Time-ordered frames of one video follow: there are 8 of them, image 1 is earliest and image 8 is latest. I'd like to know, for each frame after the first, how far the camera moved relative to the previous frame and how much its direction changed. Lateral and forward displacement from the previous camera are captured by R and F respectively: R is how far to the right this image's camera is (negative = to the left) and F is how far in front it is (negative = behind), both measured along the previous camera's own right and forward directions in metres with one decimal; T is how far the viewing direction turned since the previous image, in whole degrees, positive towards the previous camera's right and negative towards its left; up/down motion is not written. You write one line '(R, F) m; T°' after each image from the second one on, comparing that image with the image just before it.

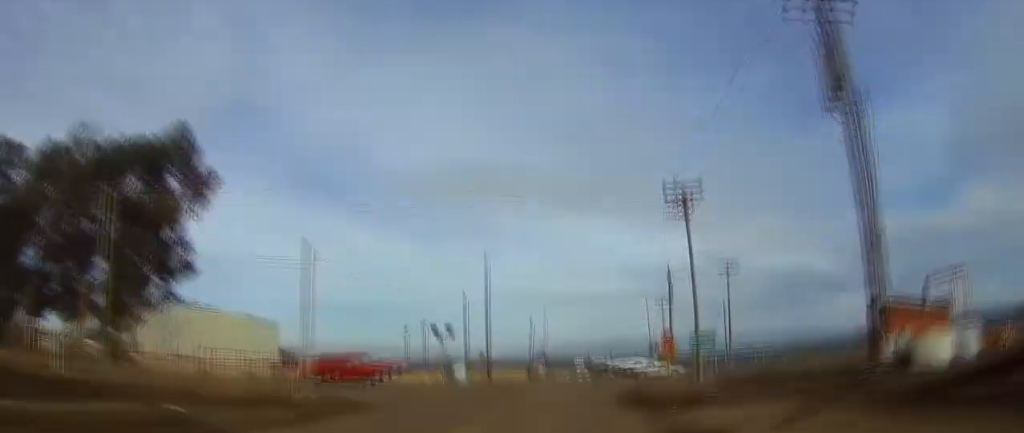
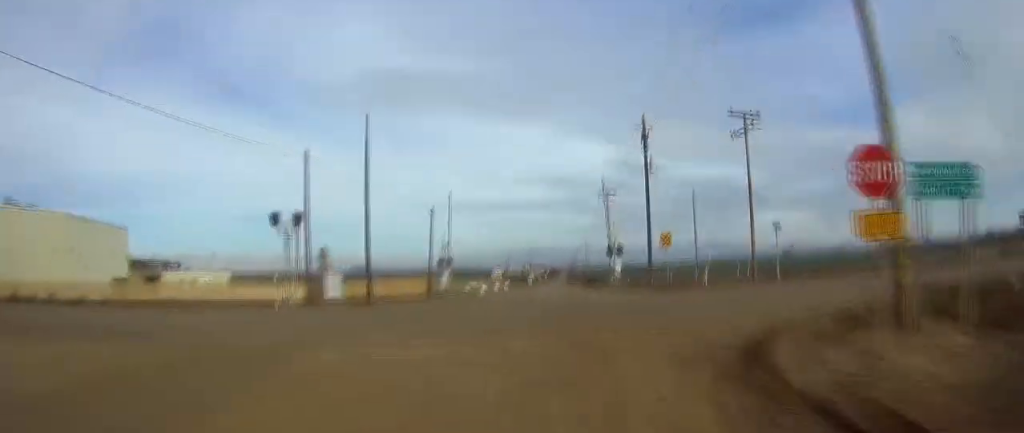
(-0.1, +25.5) m; +8°
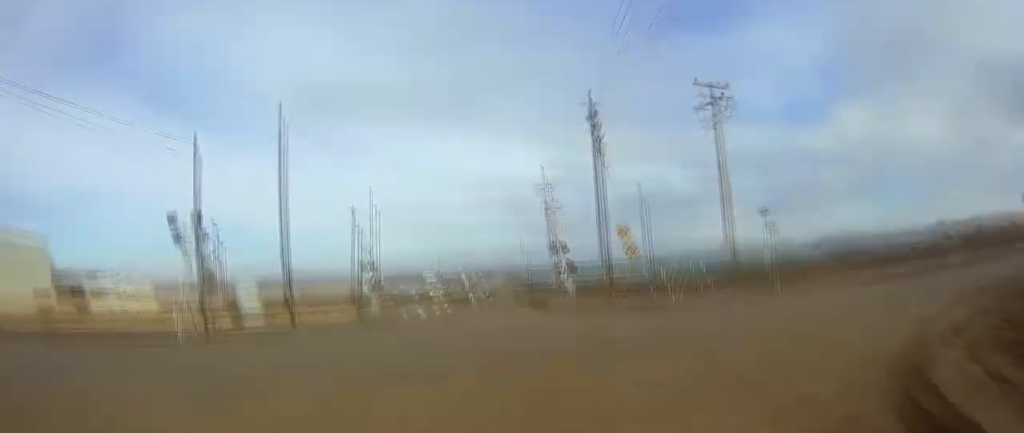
(-1.3, +9.0) m; +13°
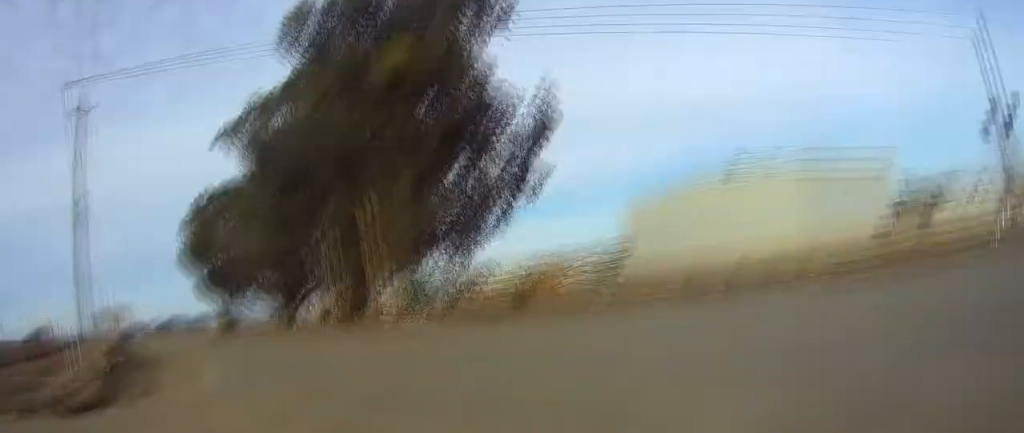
(+1.8, +9.3) m; +23°
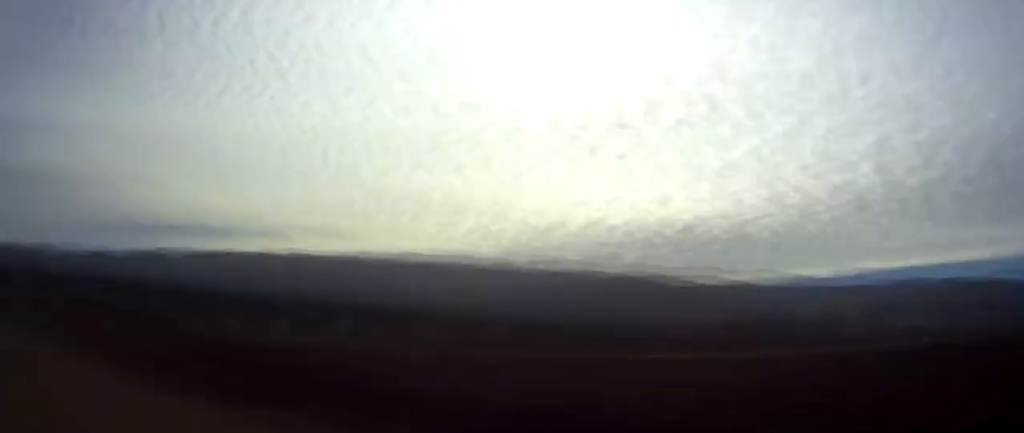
(+36.6, +54.9) m; +37°
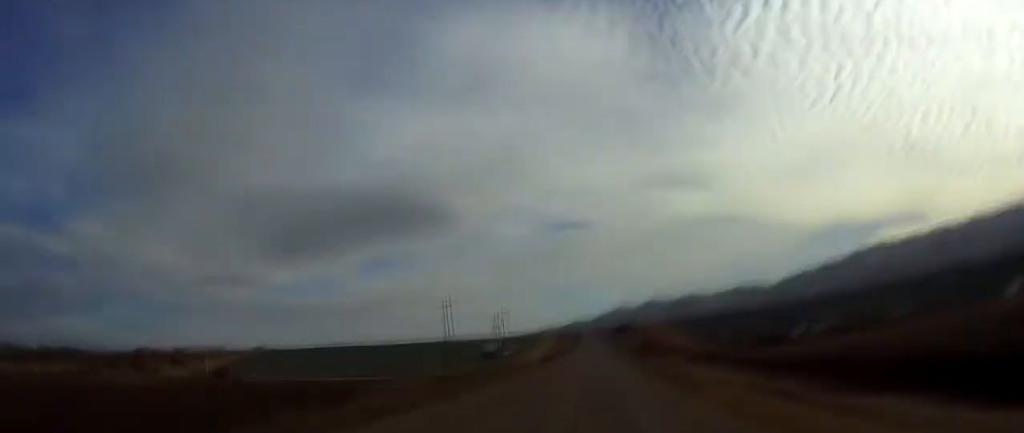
(+0.1, +28.5) m; 0°
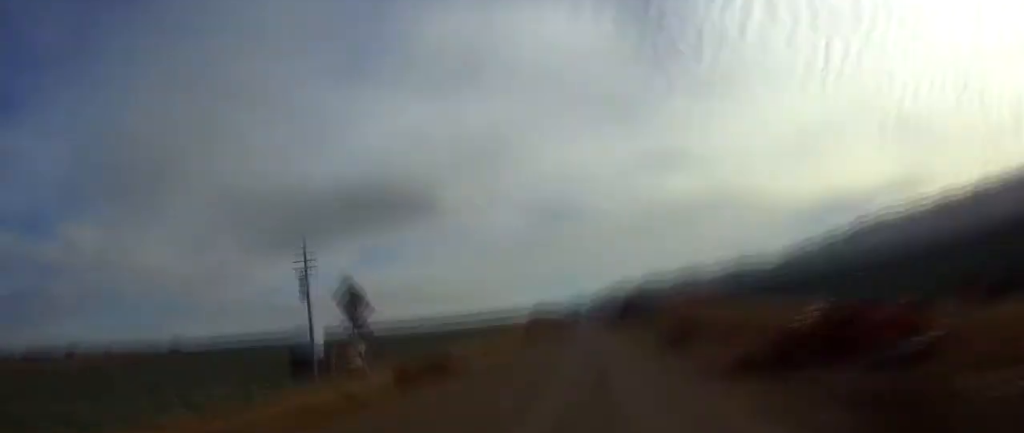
(+1.1, +110.2) m; +1°
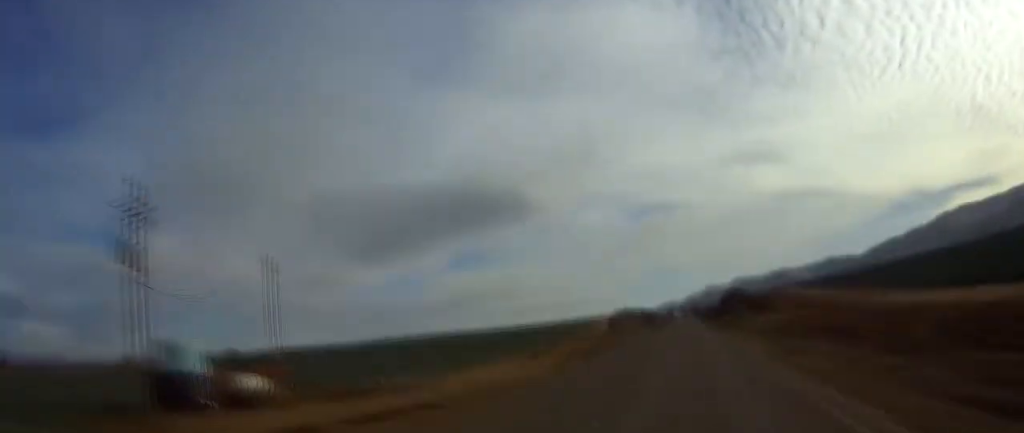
(0.0, +32.7) m; 0°
